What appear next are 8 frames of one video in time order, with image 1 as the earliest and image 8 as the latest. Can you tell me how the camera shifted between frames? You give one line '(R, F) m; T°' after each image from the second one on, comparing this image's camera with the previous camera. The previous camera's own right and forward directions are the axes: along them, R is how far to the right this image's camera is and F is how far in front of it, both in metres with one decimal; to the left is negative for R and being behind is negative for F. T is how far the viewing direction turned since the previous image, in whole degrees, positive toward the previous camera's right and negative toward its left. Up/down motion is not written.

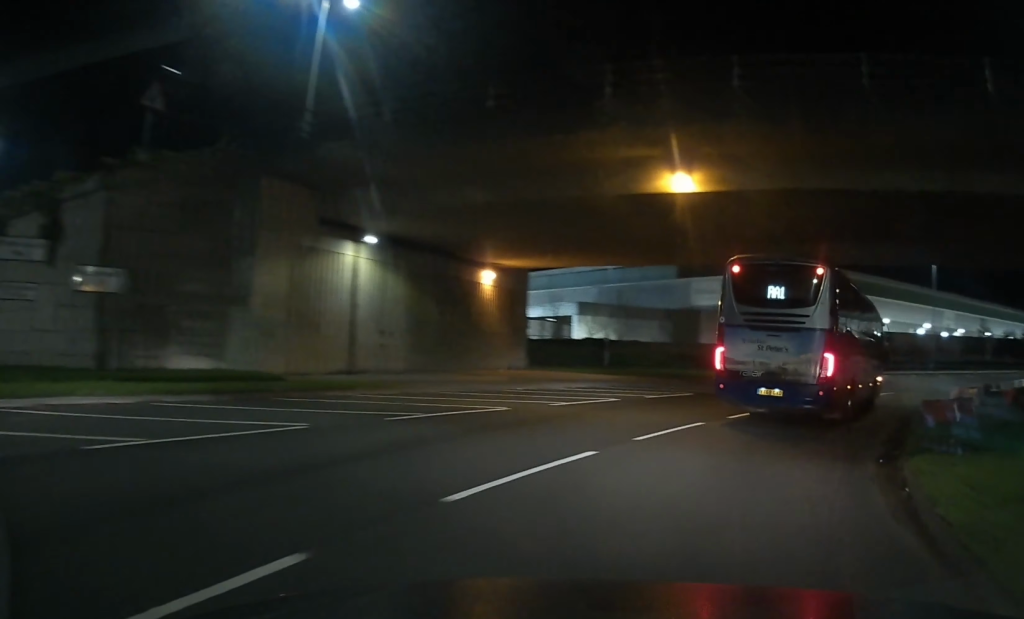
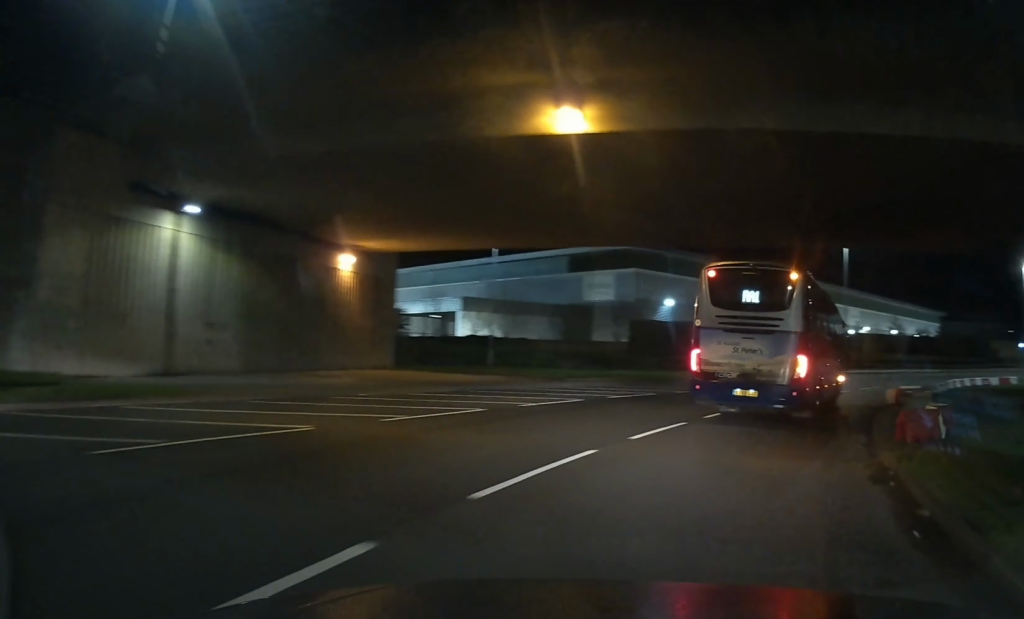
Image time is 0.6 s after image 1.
(+0.5, +4.9) m; +6°
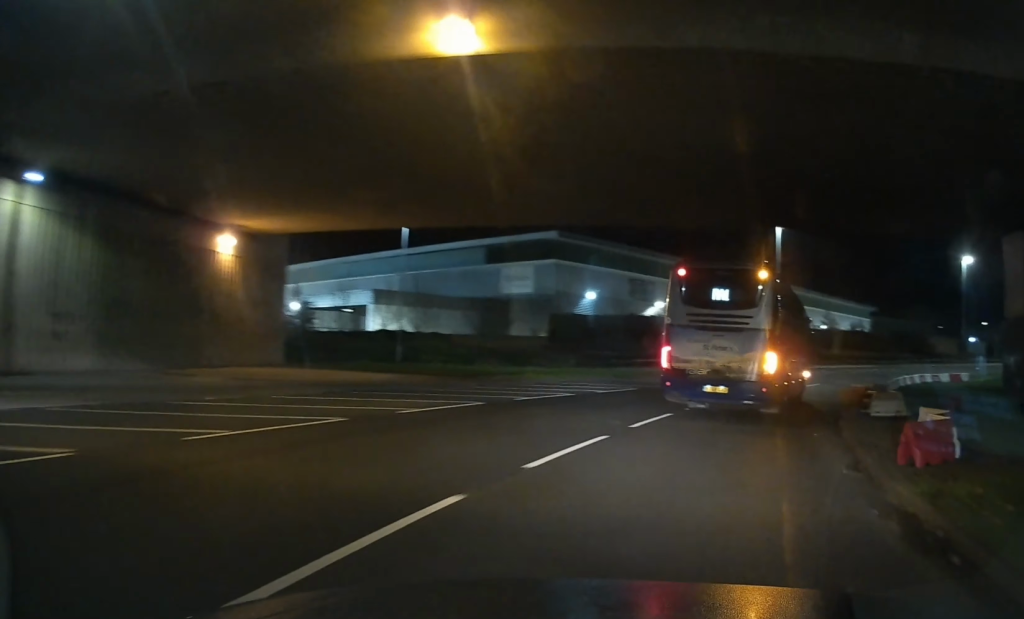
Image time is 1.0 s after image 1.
(+0.4, +3.8) m; +4°
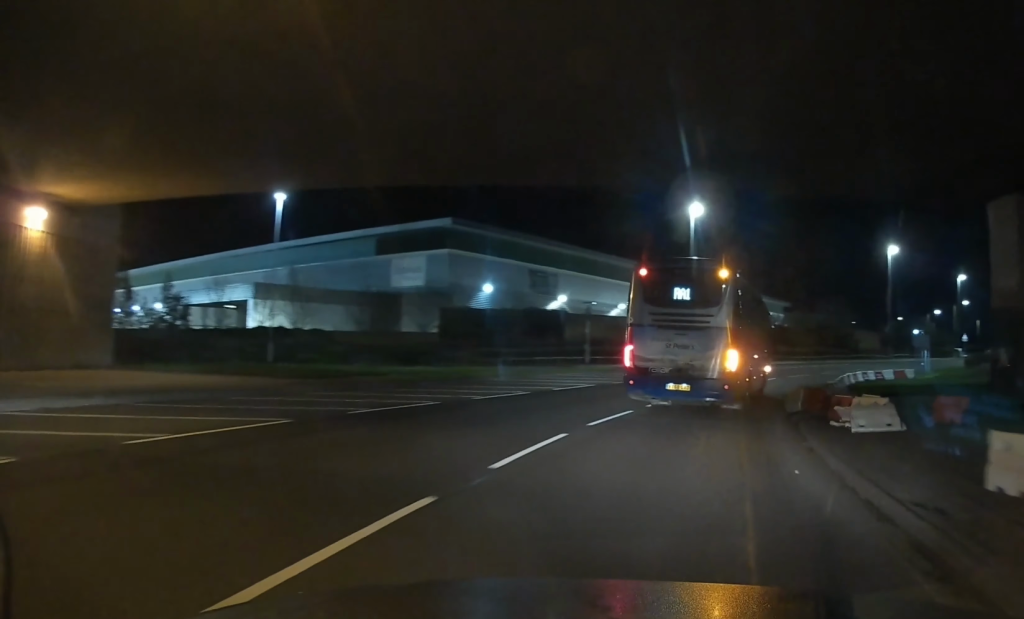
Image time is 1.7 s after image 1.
(+0.2, +5.8) m; +4°
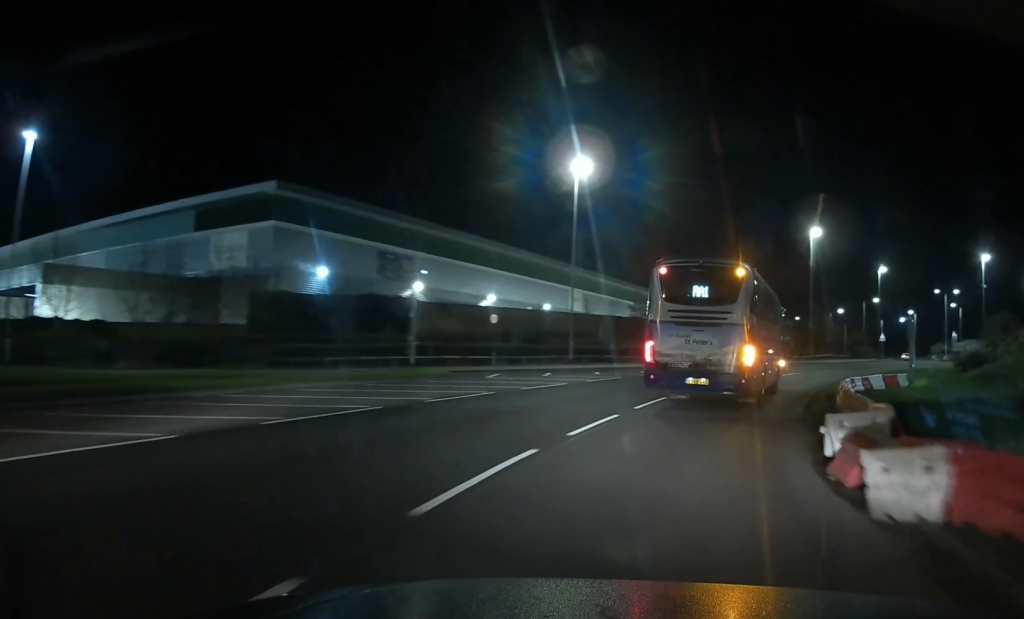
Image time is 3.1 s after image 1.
(+1.0, +13.7) m; +14°
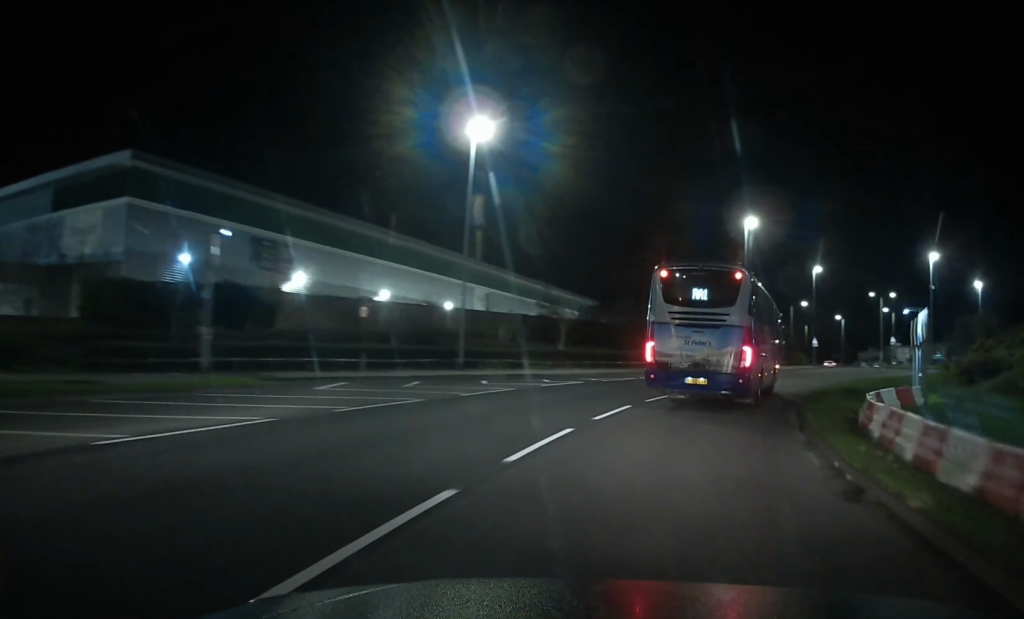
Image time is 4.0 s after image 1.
(+1.0, +8.6) m; +10°
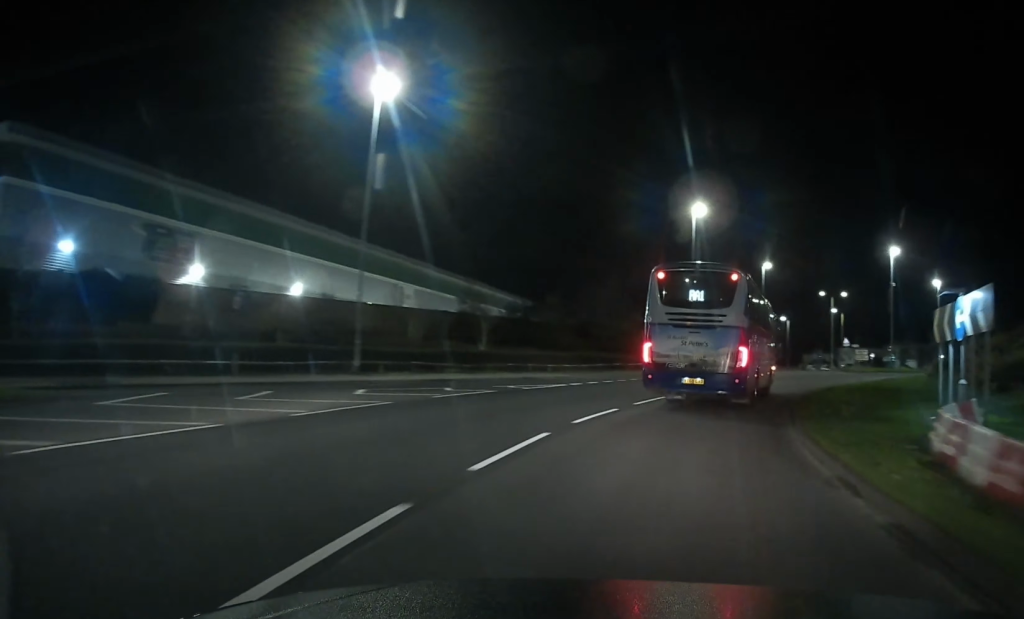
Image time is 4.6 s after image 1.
(+0.5, +6.8) m; +5°
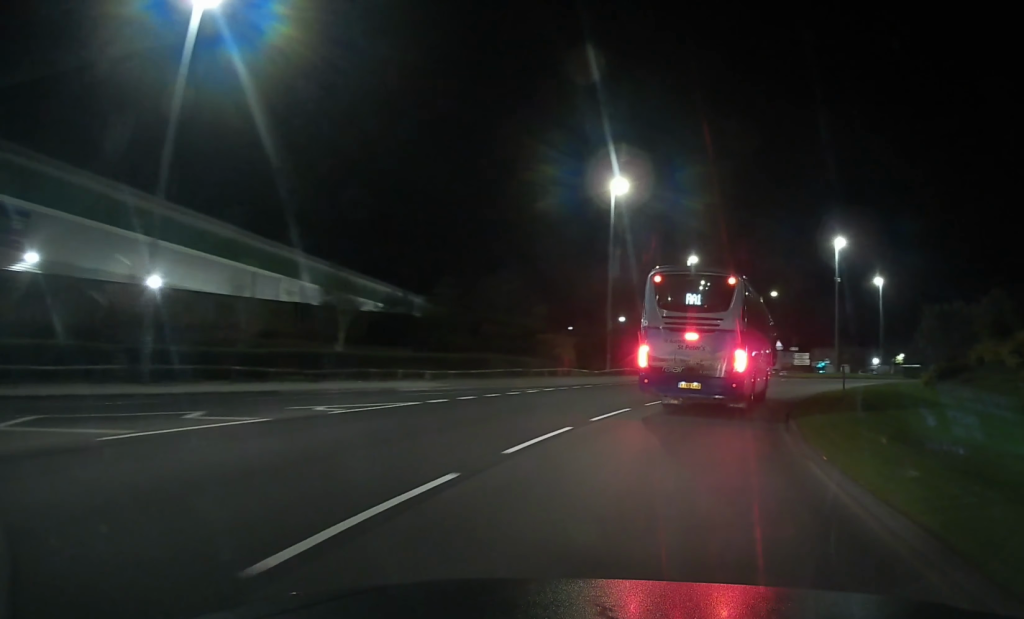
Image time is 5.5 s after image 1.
(+0.5, +9.5) m; +4°
